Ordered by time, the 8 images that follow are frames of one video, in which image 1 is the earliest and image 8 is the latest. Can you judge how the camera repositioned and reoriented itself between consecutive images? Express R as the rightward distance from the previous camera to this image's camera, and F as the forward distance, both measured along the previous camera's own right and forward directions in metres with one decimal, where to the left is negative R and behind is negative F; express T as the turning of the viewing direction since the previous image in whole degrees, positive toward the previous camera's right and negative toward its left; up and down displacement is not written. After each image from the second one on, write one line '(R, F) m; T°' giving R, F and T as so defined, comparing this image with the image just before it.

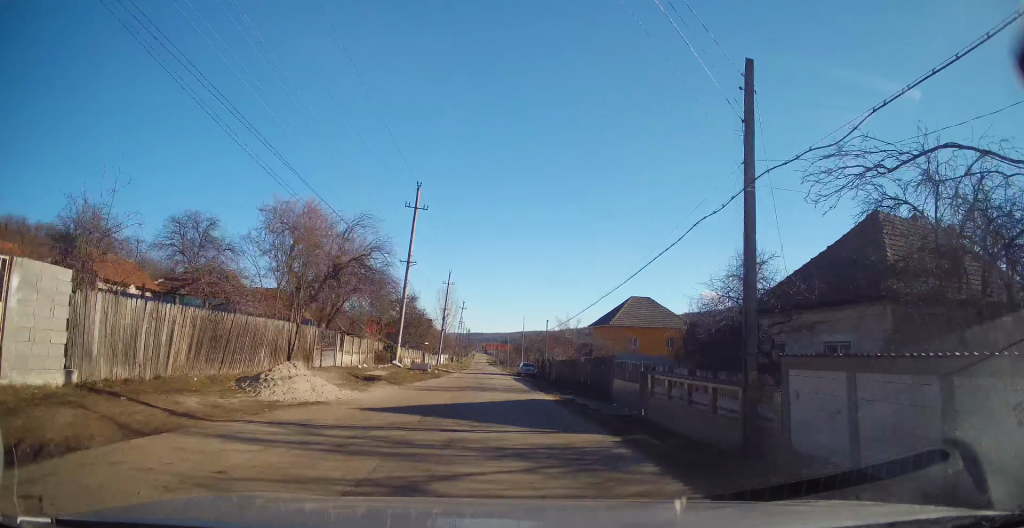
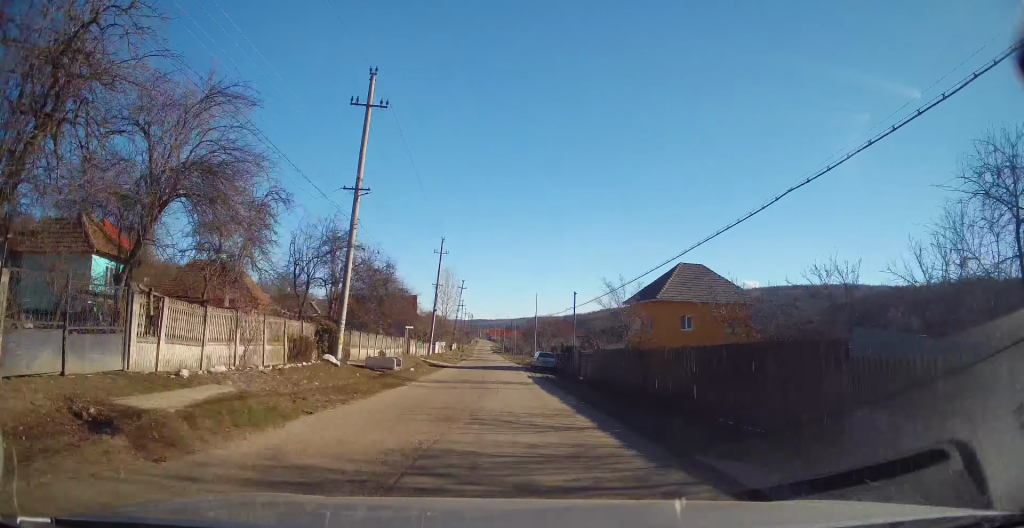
(+0.1, +15.2) m; +2°
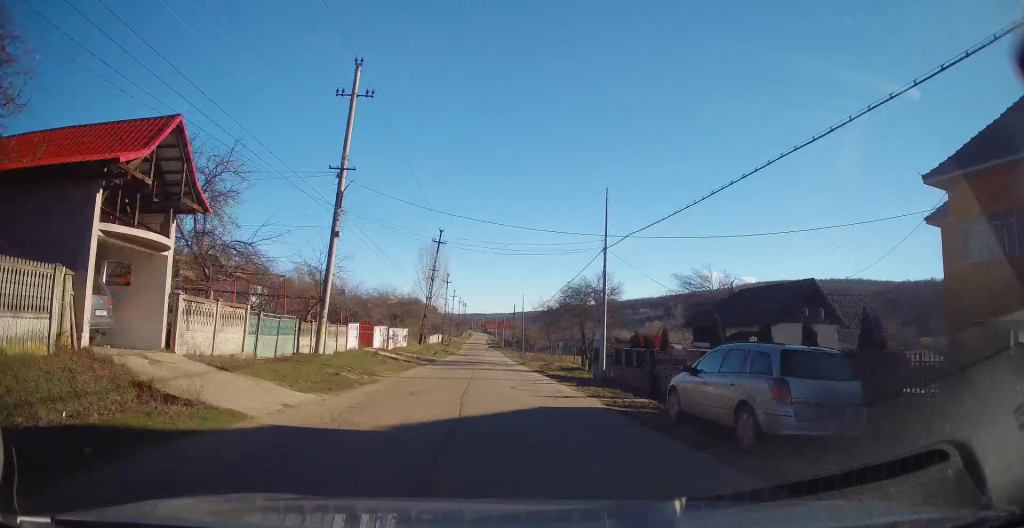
(-0.3, +36.4) m; -1°
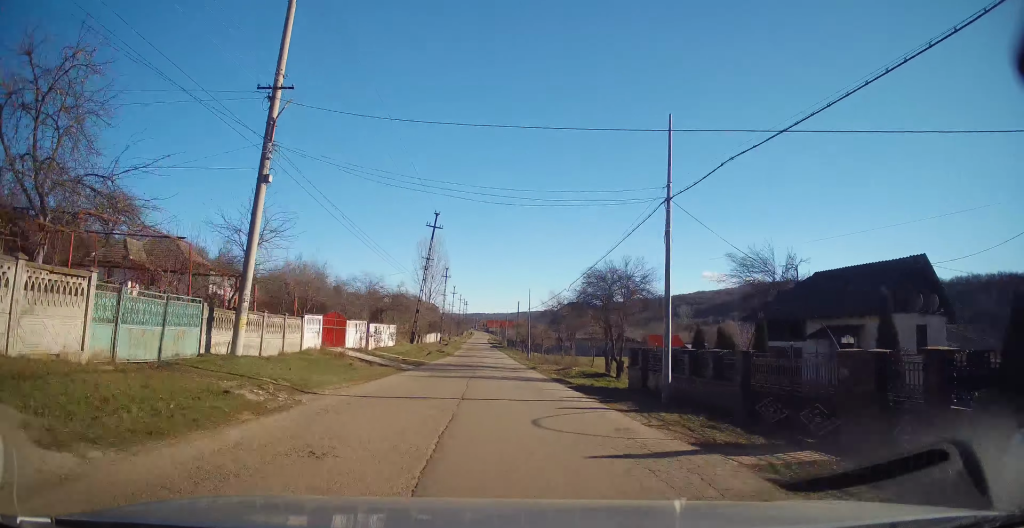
(+0.2, +7.5) m; 0°
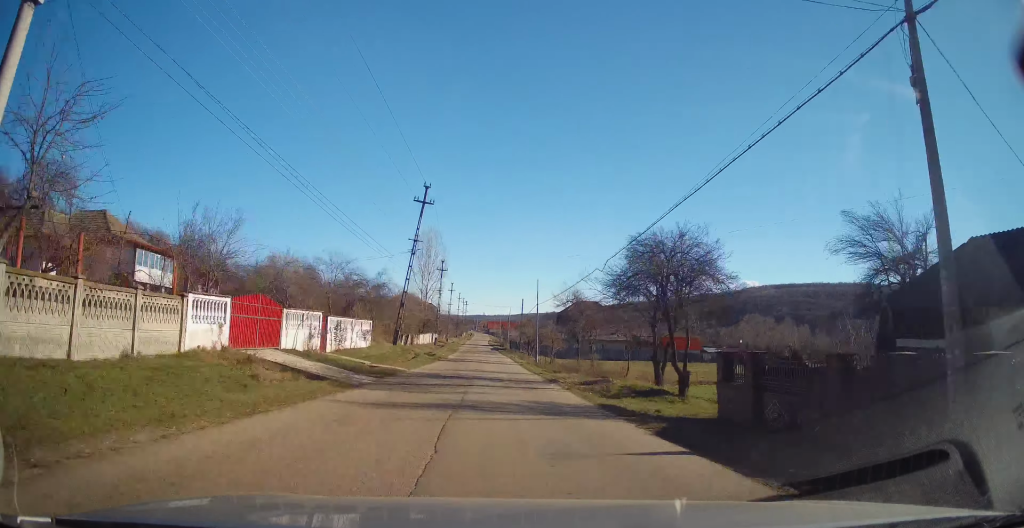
(+0.1, +9.3) m; 0°
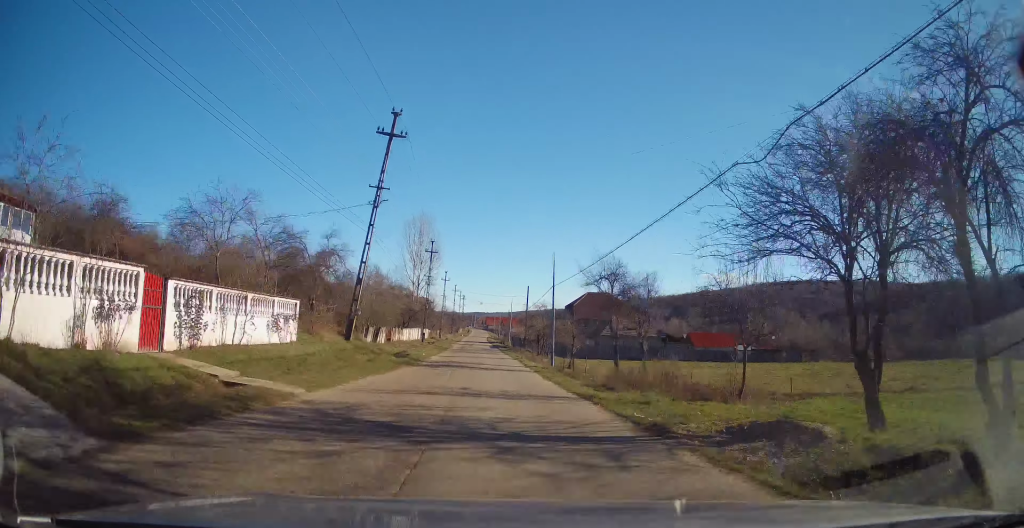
(-0.4, +13.4) m; 0°
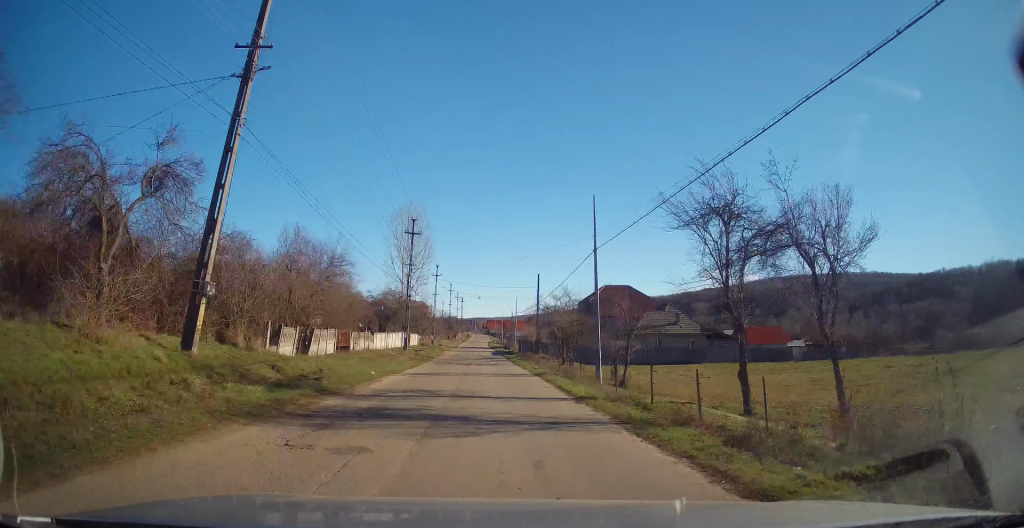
(+0.4, +15.1) m; +1°
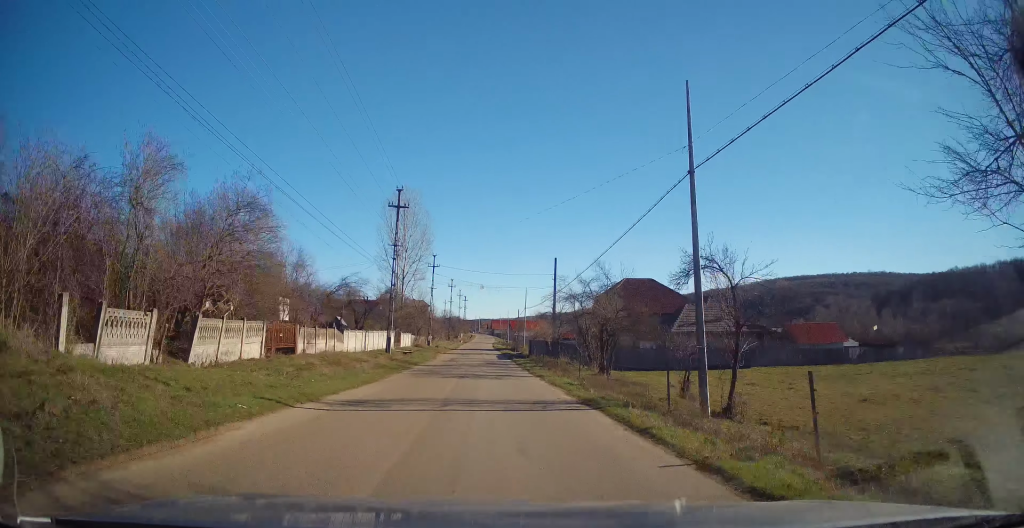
(+0.1, +10.5) m; 0°
